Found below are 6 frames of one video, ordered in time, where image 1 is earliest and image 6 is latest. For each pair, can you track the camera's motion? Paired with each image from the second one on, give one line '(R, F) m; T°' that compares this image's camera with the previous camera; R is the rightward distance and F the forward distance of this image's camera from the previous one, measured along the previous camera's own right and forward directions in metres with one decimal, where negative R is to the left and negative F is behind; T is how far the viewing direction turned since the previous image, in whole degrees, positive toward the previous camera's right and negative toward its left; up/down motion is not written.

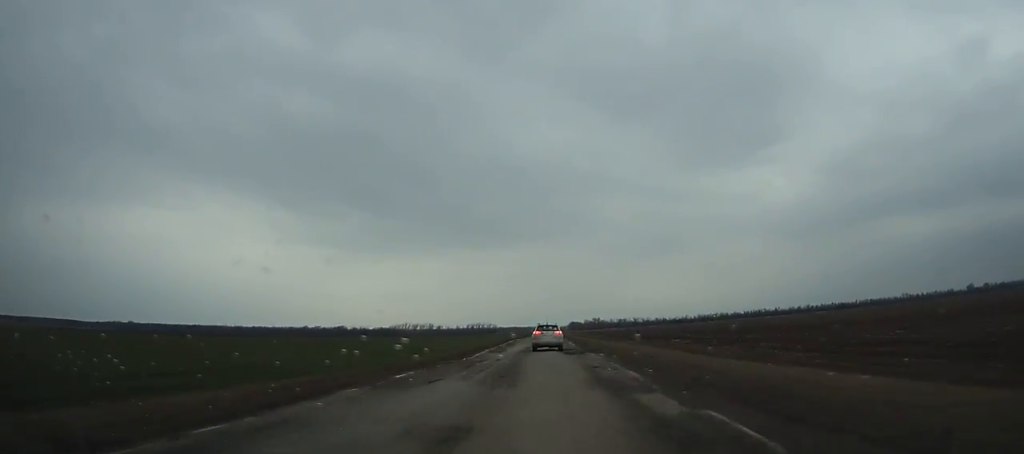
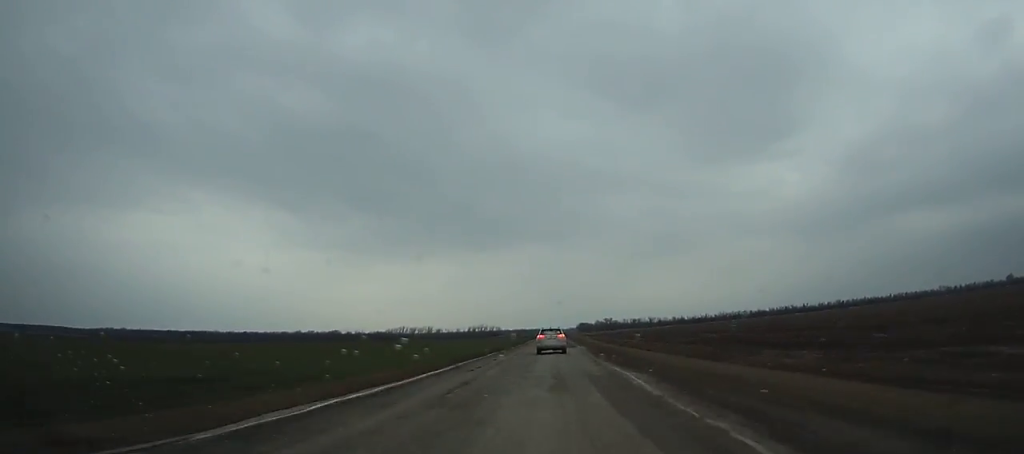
(-0.3, +72.2) m; 0°
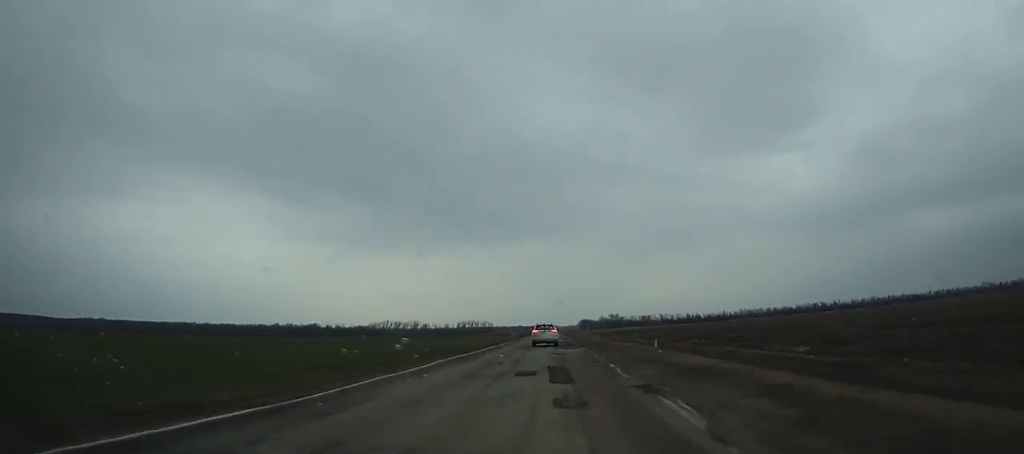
(+0.2, +92.5) m; 0°
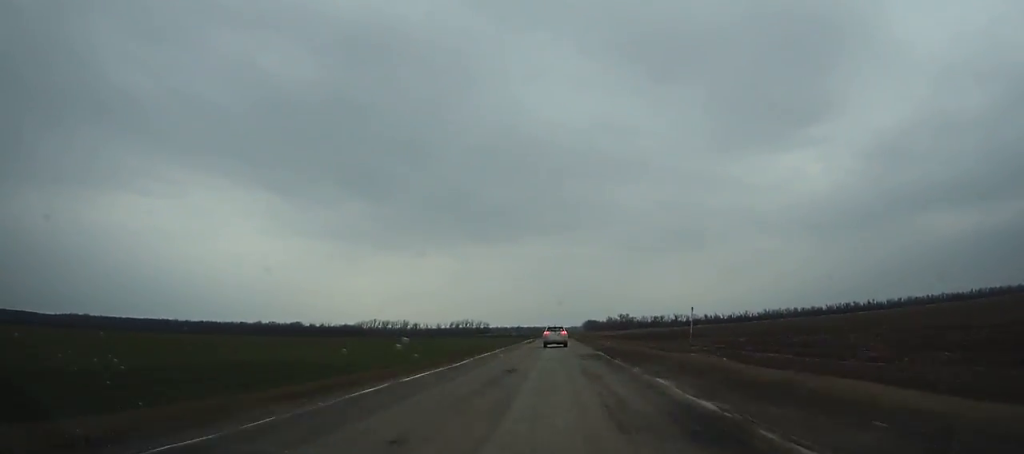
(-0.3, +75.2) m; 0°
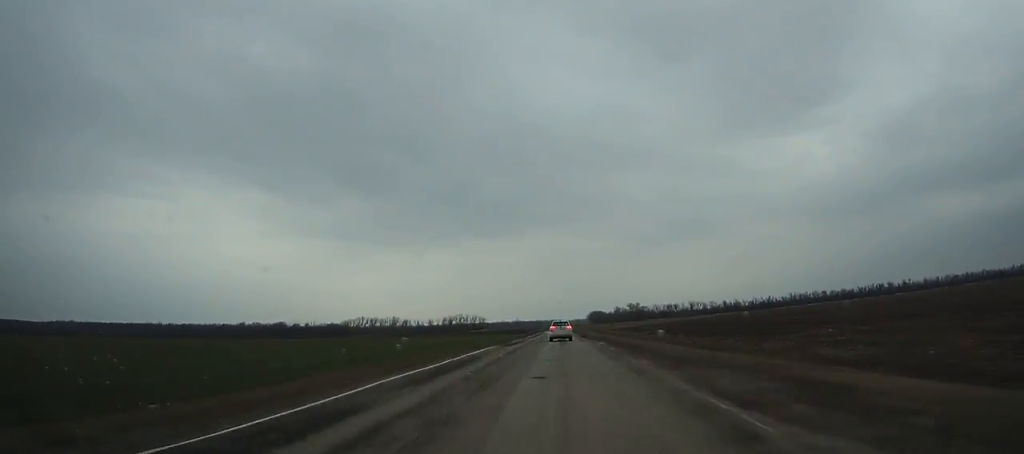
(+0.2, +65.7) m; 0°
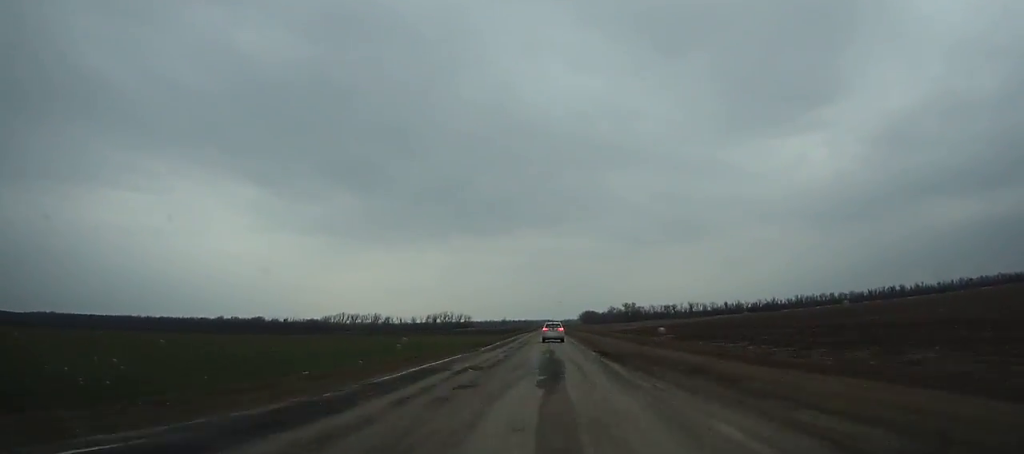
(+0.3, +36.5) m; 0°
